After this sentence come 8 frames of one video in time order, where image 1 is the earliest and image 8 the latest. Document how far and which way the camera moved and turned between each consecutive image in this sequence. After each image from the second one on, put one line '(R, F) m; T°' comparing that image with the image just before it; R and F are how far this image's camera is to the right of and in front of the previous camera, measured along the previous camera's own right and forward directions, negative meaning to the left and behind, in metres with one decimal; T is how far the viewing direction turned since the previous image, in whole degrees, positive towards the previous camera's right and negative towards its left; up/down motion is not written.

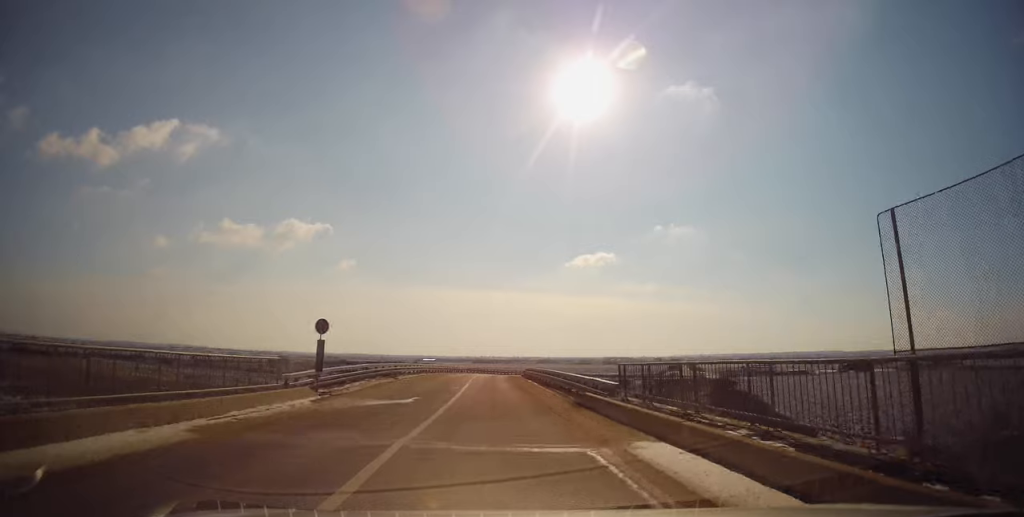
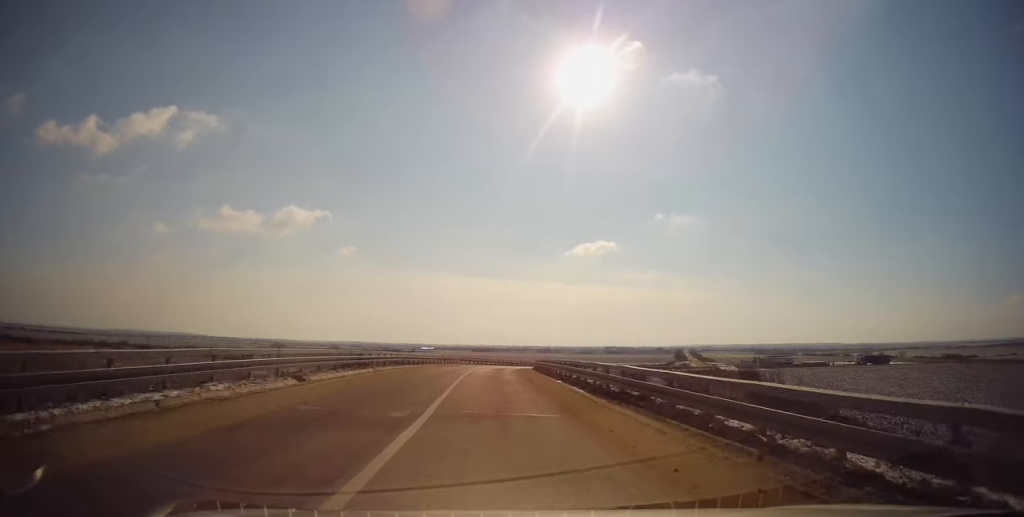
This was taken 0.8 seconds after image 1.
(-0.2, +16.9) m; 0°
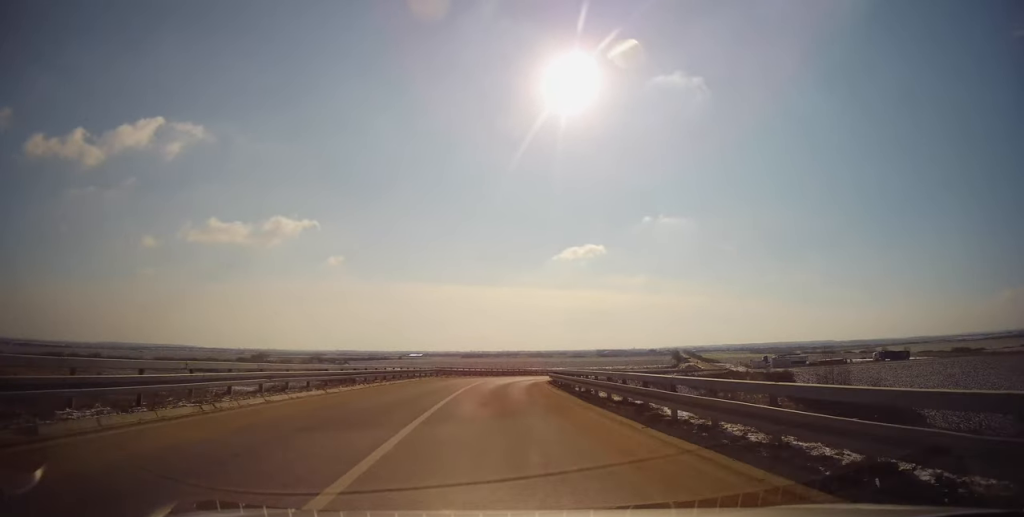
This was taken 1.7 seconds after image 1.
(+0.2, +20.8) m; +2°
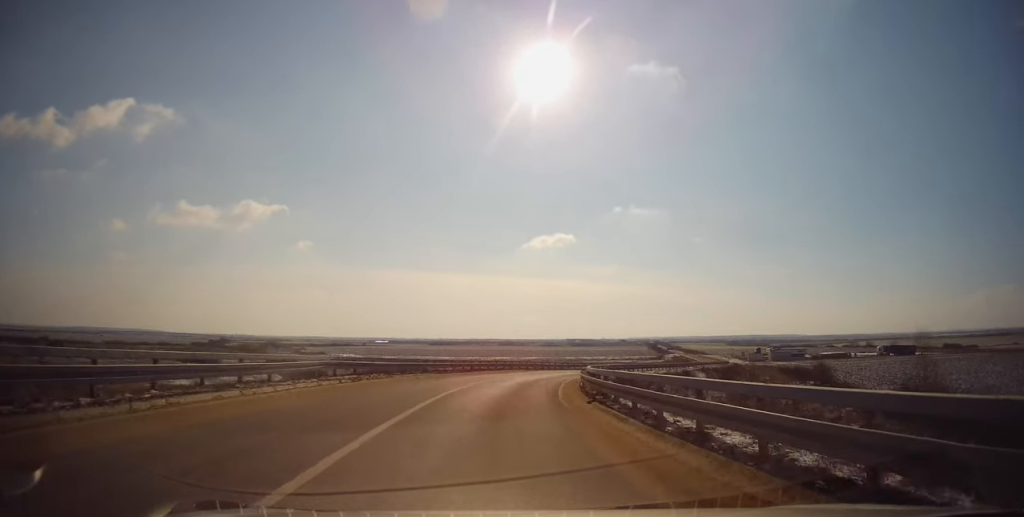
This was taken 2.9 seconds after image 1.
(+0.6, +24.7) m; +3°
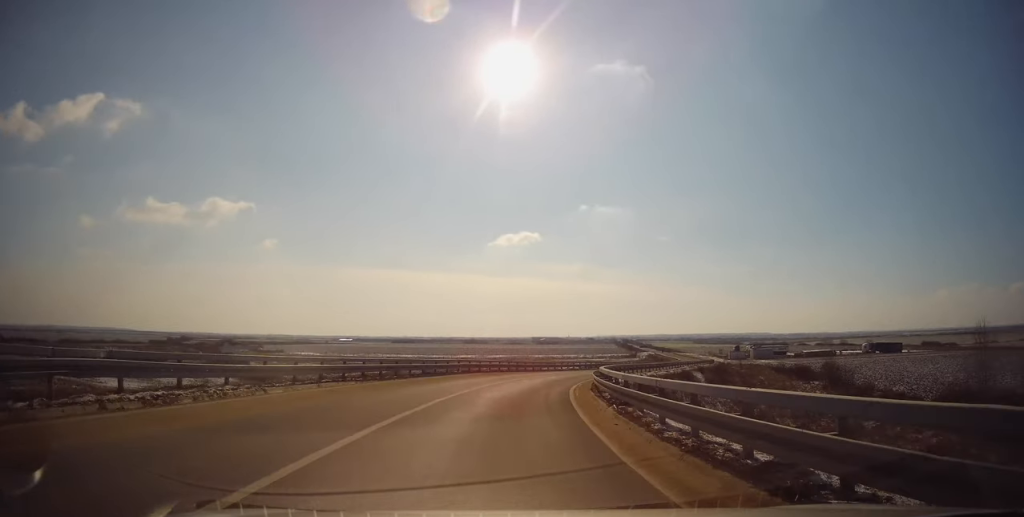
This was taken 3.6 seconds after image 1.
(0.0, +12.7) m; +3°
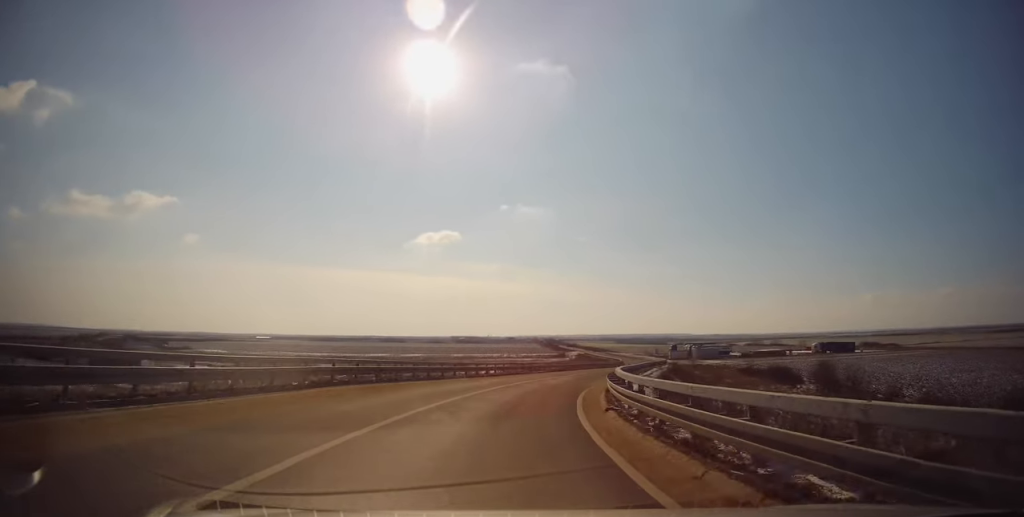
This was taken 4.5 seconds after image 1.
(+1.1, +19.2) m; +9°
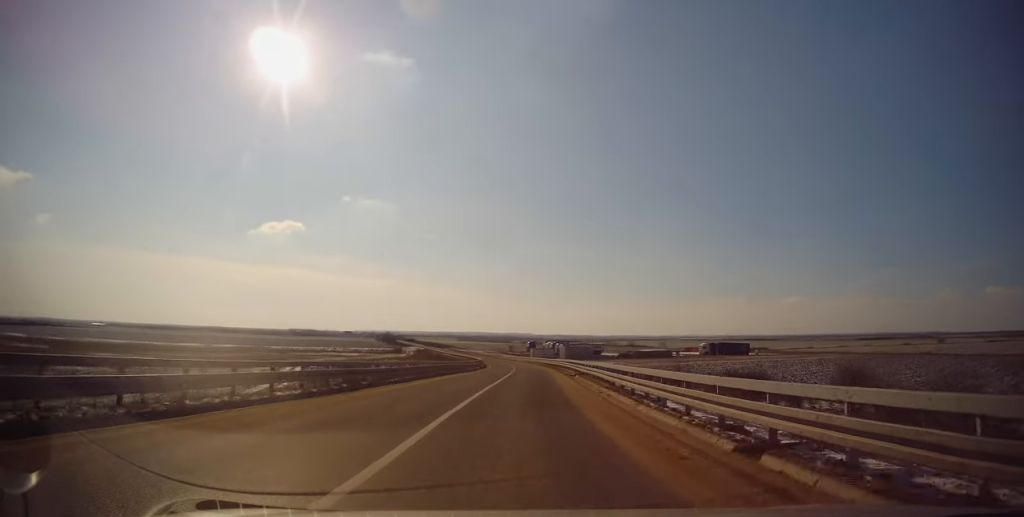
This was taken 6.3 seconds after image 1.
(+5.7, +34.7) m; +15°
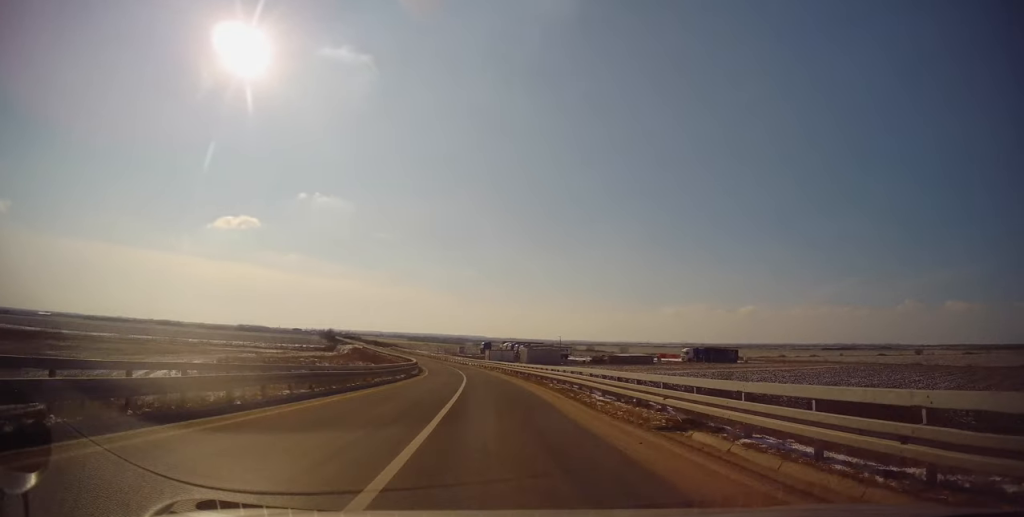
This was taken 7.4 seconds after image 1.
(+1.3, +25.0) m; +4°
